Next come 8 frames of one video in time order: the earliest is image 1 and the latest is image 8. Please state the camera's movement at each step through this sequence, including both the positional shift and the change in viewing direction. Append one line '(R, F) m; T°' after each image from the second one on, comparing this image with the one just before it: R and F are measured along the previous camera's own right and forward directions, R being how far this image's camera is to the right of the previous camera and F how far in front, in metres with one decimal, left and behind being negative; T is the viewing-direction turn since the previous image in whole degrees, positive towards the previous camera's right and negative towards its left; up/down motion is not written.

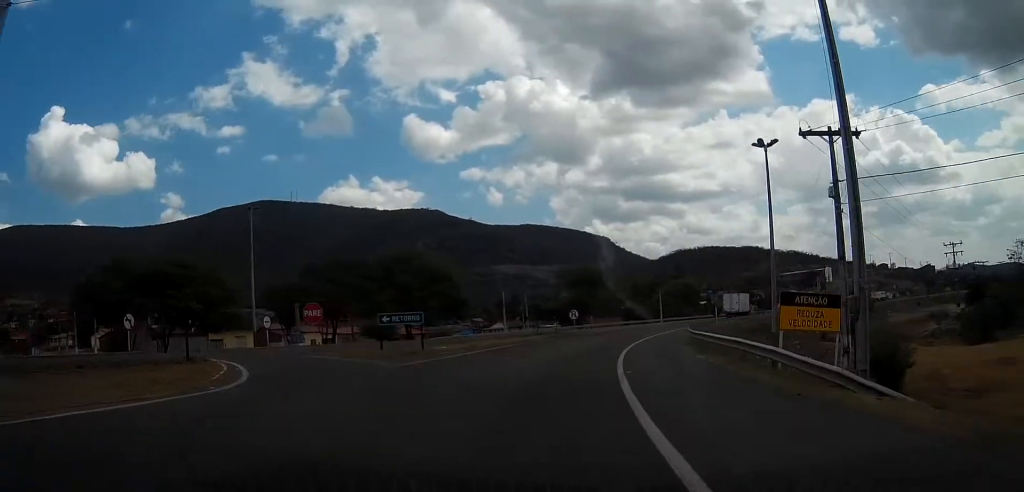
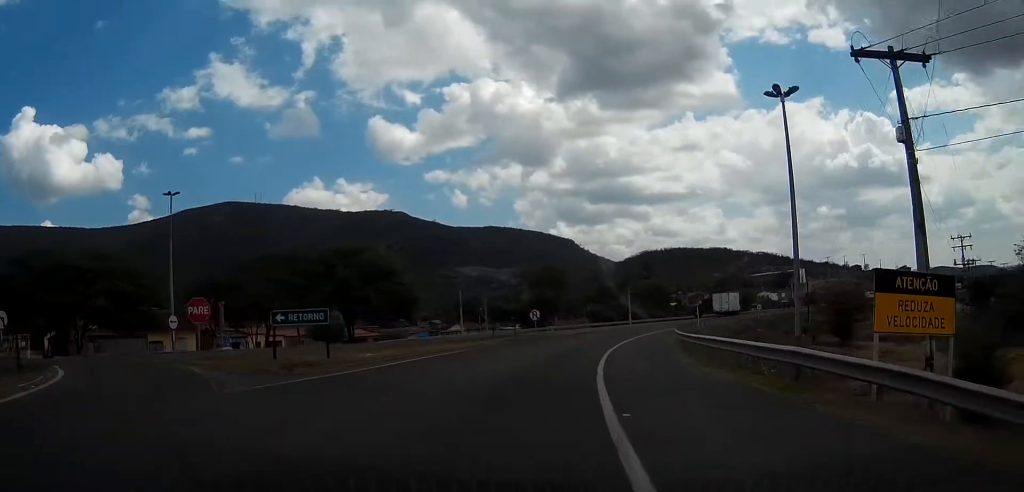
(+0.3, +8.4) m; +2°
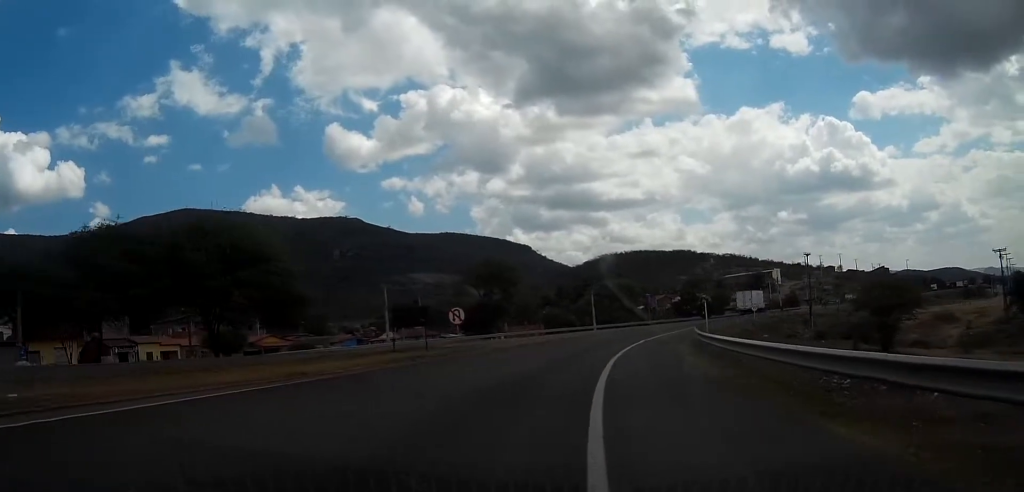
(+0.6, +20.8) m; +4°
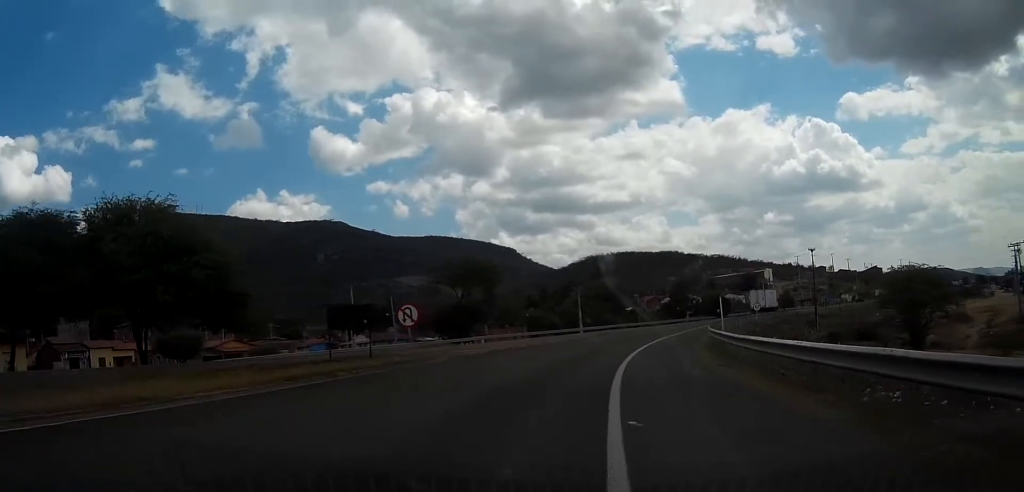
(+0.3, +8.0) m; +1°
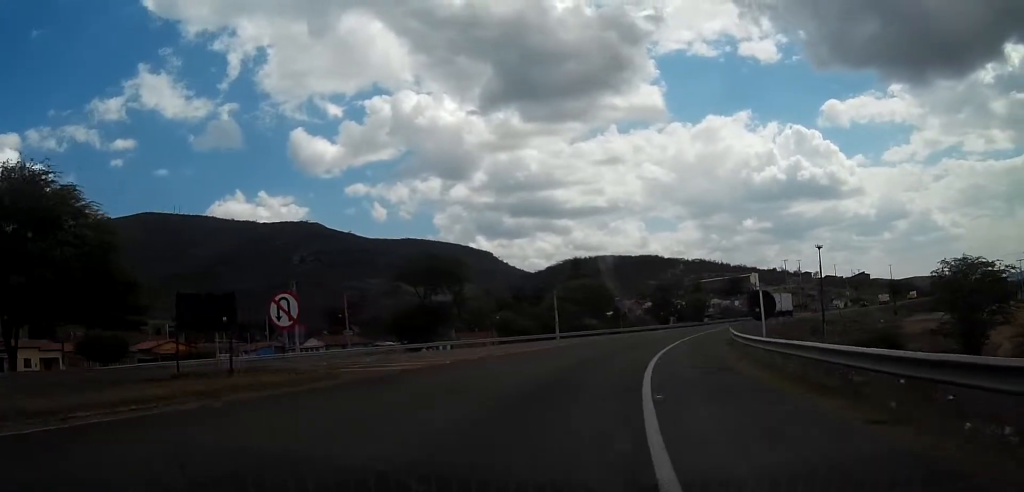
(+0.1, +10.8) m; +2°
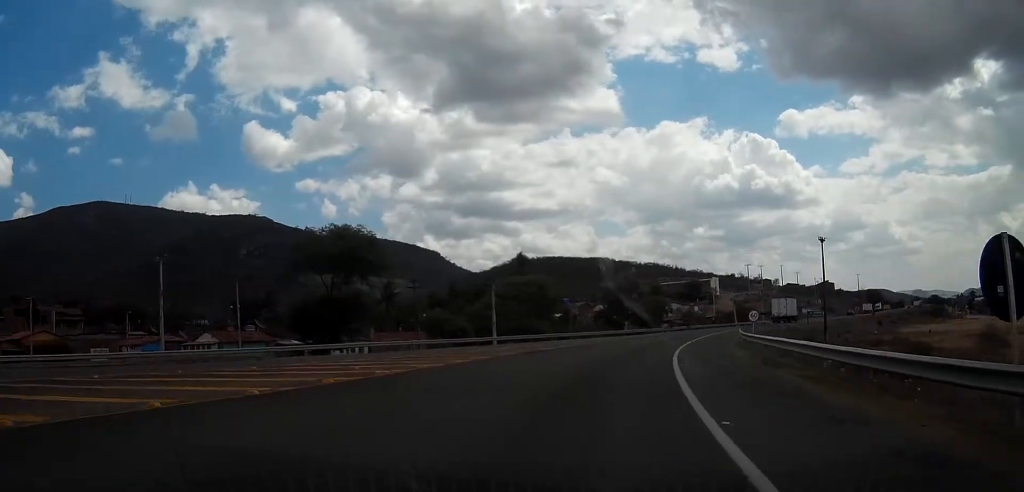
(+0.4, +16.2) m; +4°
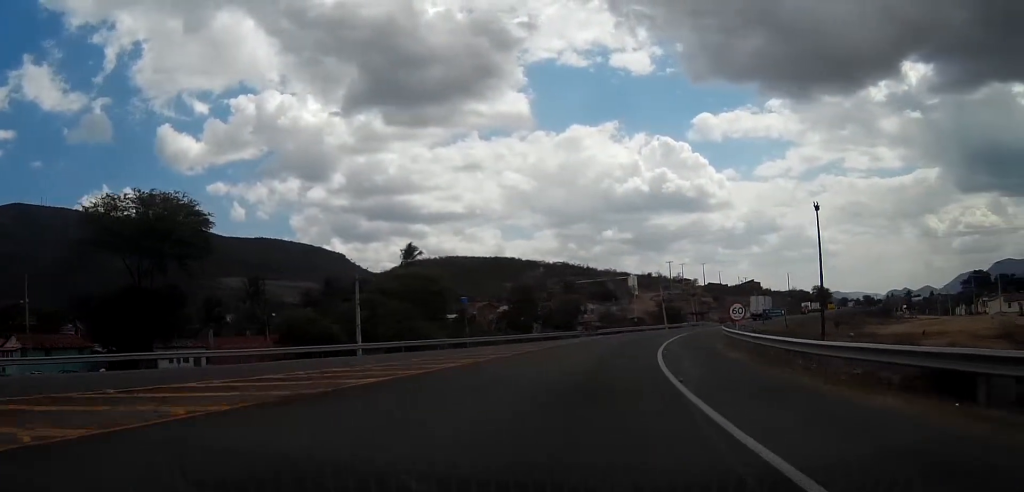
(+1.3, +20.3) m; +7°
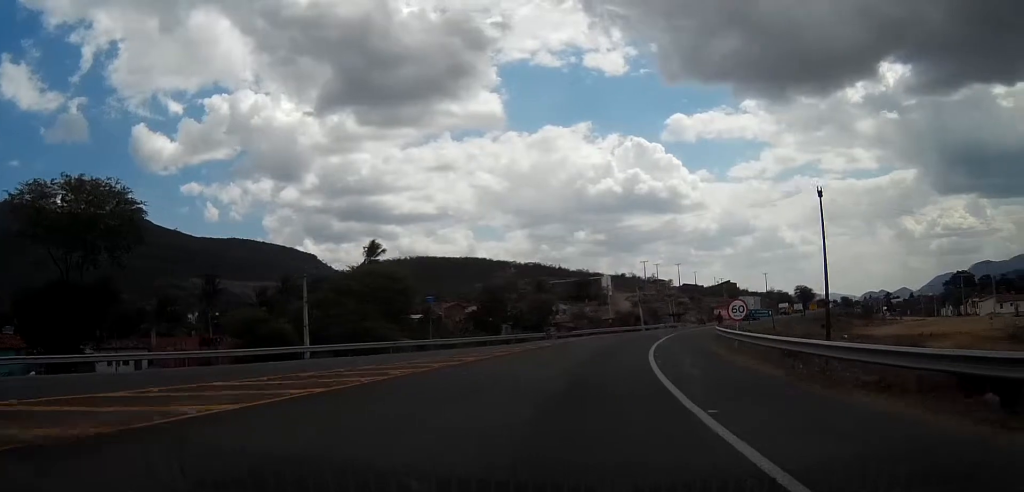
(+0.1, +6.0) m; +2°
